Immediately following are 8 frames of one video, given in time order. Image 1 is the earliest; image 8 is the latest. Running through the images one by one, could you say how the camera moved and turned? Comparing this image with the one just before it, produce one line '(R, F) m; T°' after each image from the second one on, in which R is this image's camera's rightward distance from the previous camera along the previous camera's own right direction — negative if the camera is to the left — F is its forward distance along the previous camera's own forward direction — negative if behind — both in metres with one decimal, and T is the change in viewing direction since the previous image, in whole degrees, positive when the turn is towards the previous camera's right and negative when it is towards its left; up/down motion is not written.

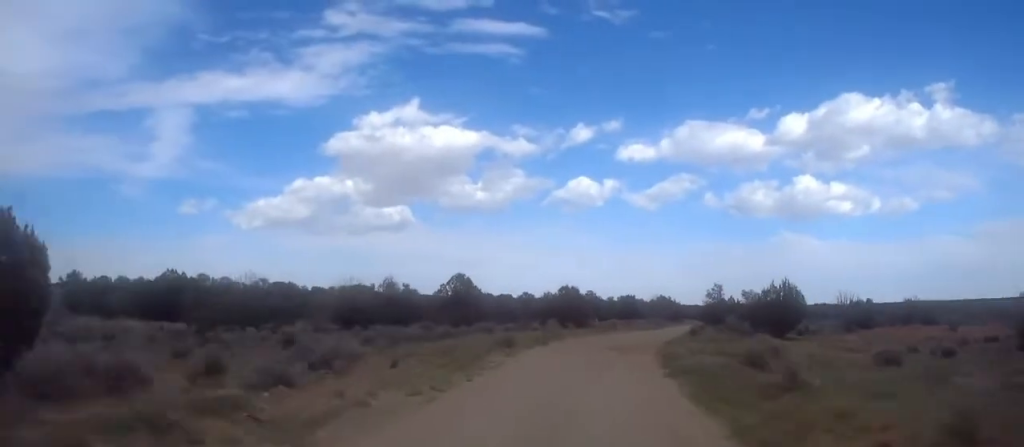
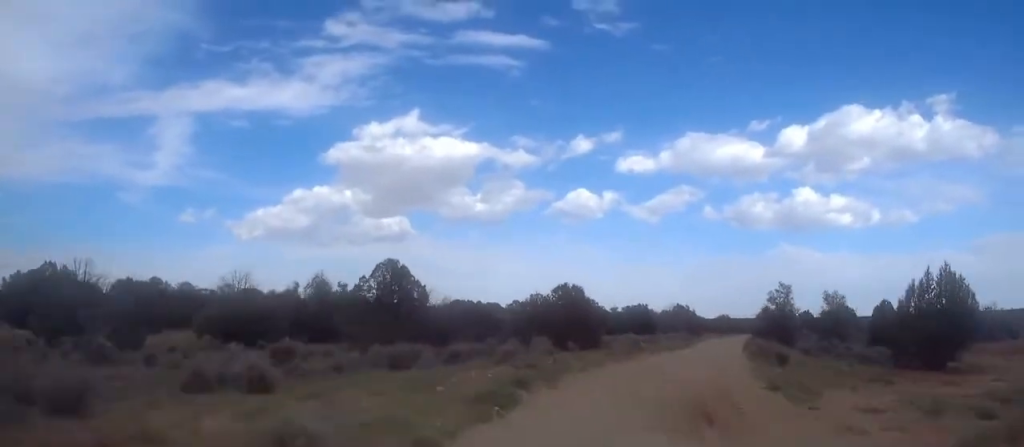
(-0.1, +22.9) m; +1°
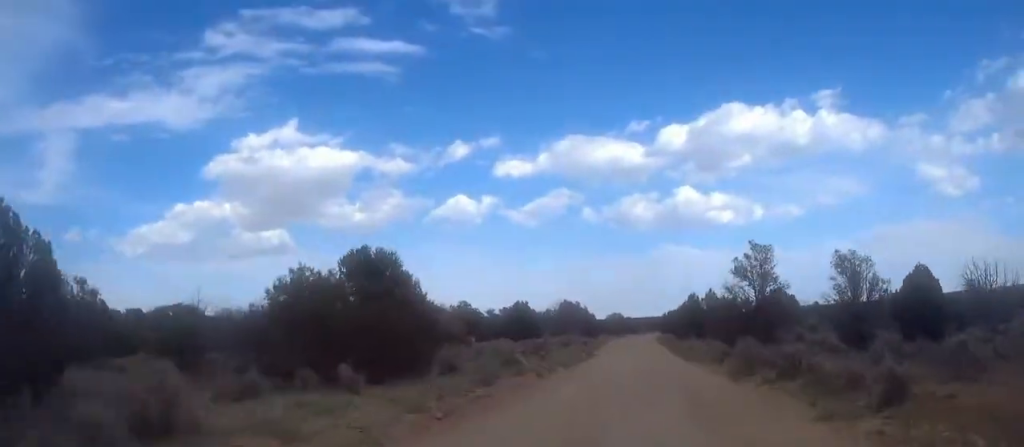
(+0.5, +21.1) m; +4°
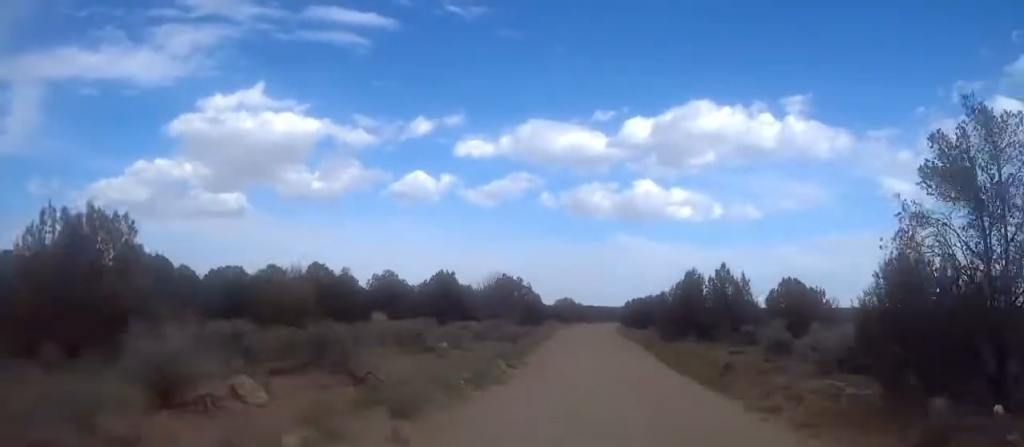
(+0.9, +20.2) m; +4°
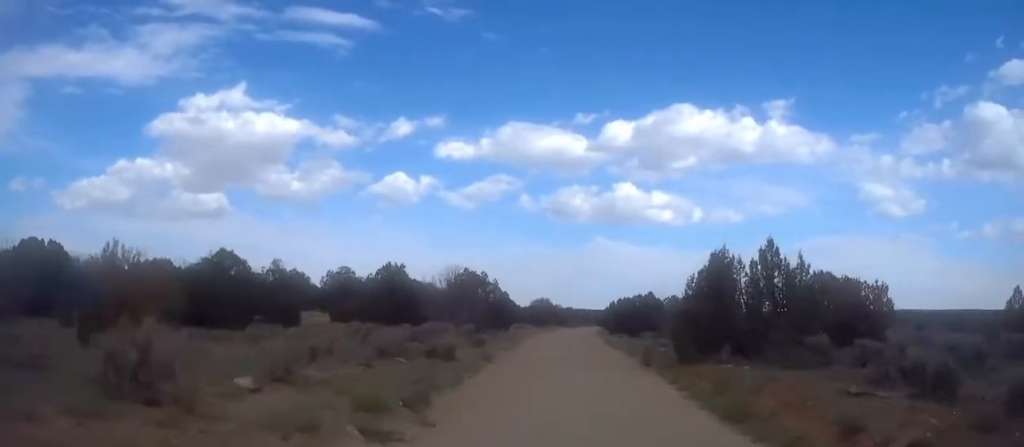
(+0.4, +11.7) m; +2°
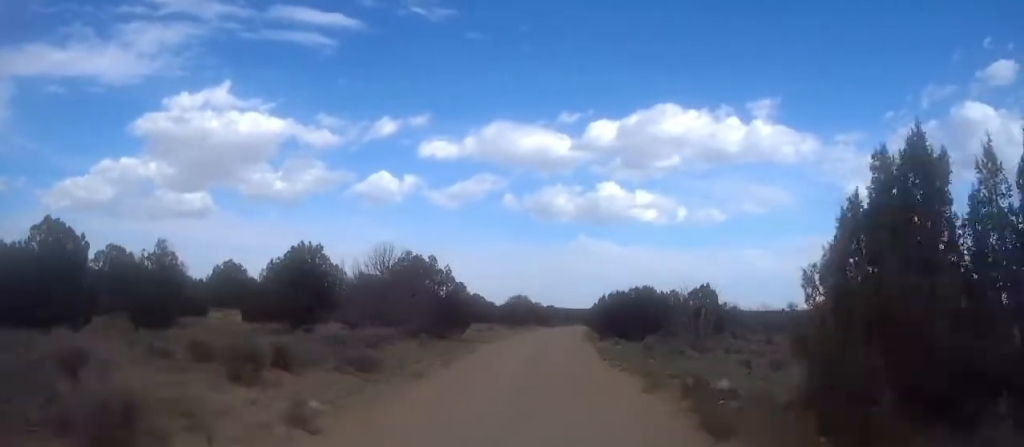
(+0.2, +14.9) m; +2°
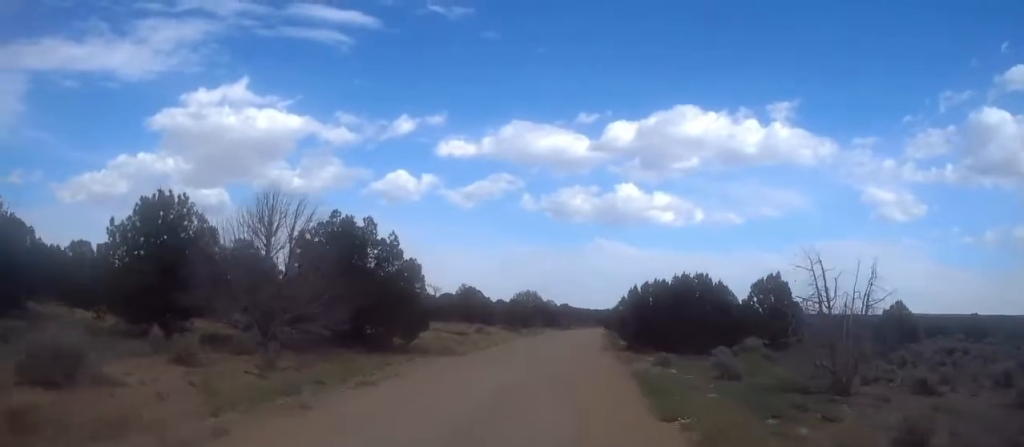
(+0.2, +16.6) m; +2°
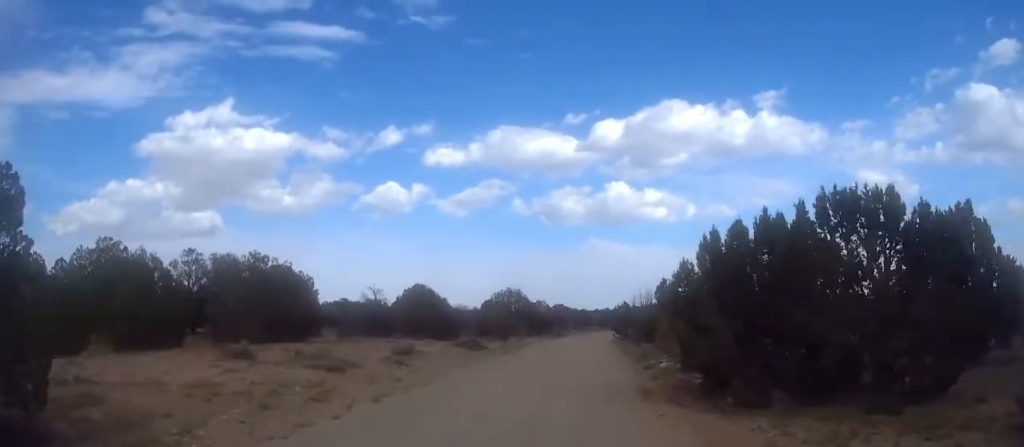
(+0.6, +22.2) m; +1°
